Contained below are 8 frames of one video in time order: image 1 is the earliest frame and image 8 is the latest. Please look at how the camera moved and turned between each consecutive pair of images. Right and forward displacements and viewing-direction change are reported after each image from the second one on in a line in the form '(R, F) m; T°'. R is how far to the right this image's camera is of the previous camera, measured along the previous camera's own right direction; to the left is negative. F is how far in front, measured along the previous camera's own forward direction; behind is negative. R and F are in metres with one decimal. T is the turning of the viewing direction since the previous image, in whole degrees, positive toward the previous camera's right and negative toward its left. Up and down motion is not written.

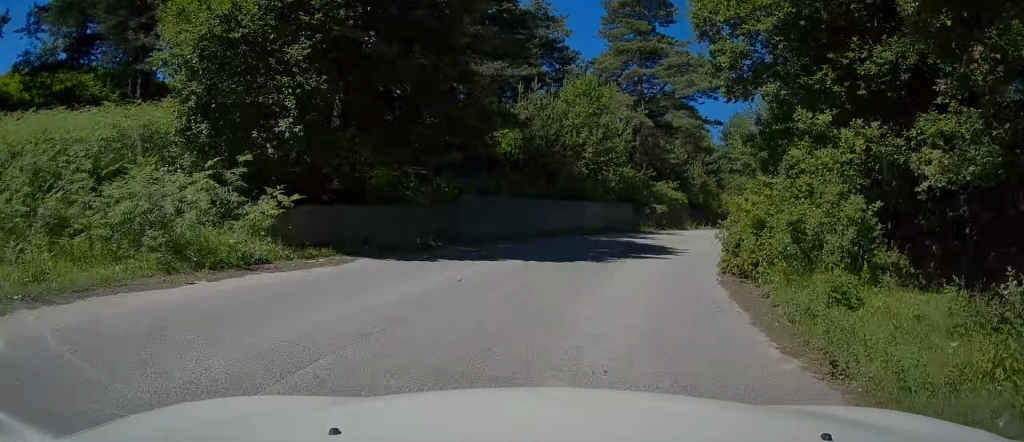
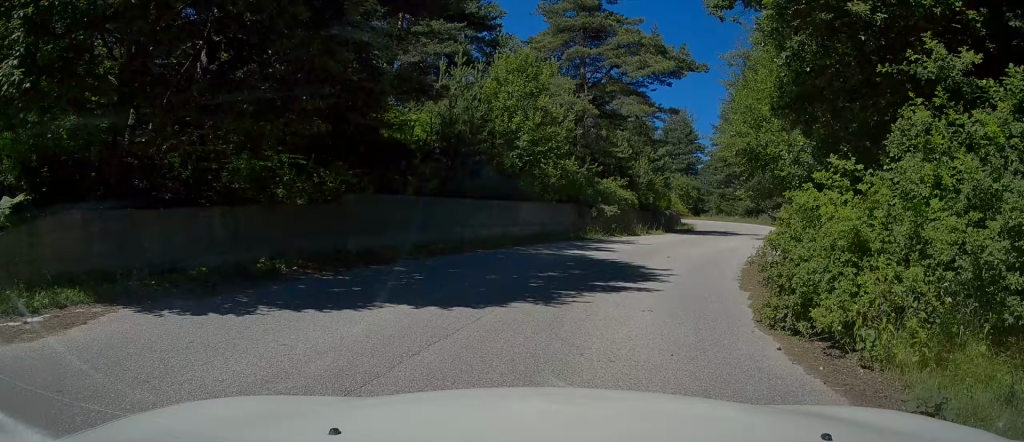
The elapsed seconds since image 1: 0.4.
(+1.1, +4.8) m; +10°
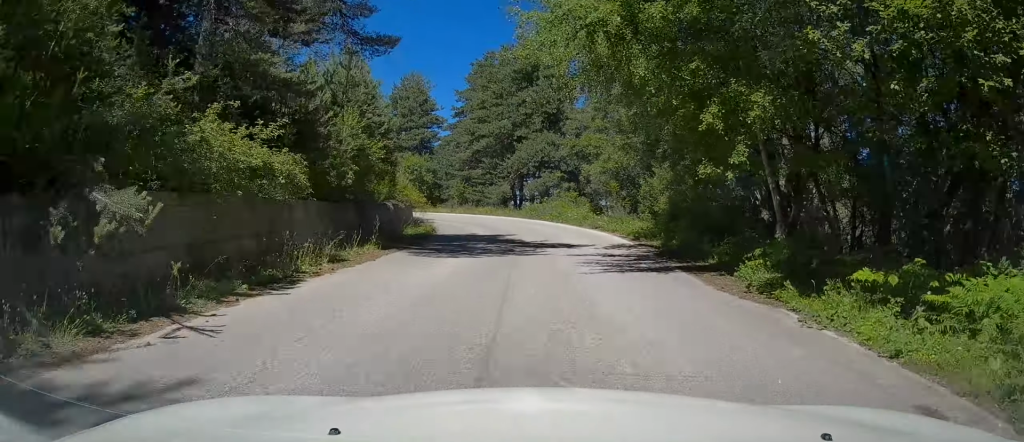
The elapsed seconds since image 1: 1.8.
(+4.8, +16.7) m; +25°
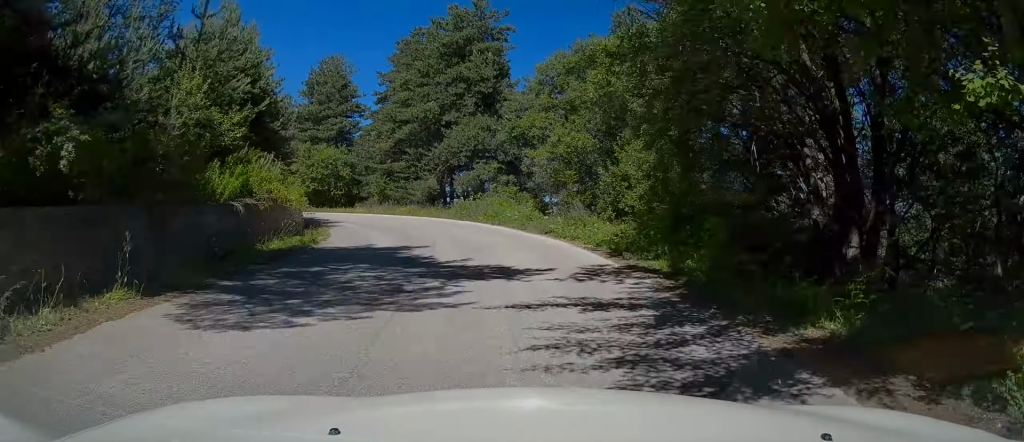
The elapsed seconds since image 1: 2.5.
(+0.4, +7.8) m; +2°
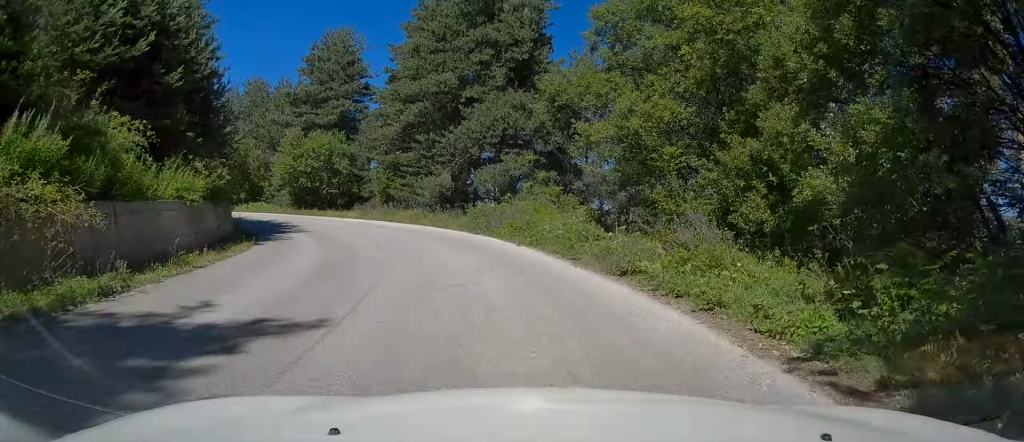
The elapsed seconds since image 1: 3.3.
(0.0, +10.5) m; -2°
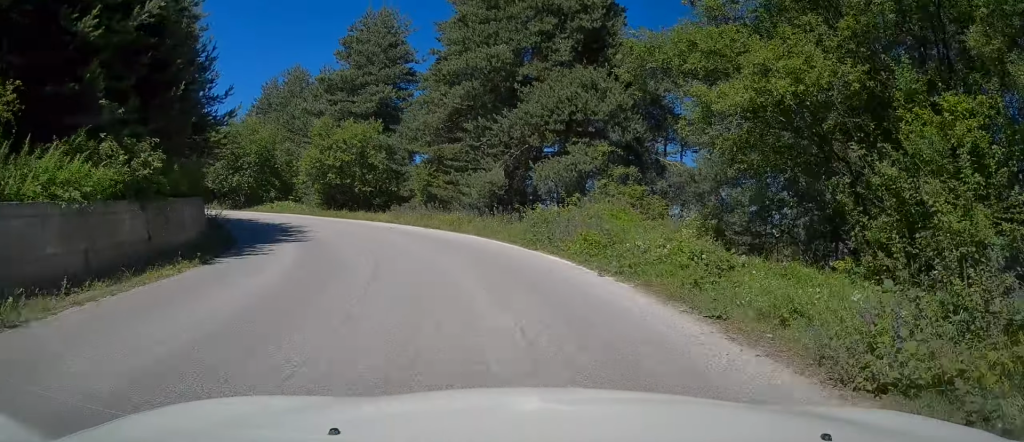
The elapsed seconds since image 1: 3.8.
(0.0, +5.9) m; -3°
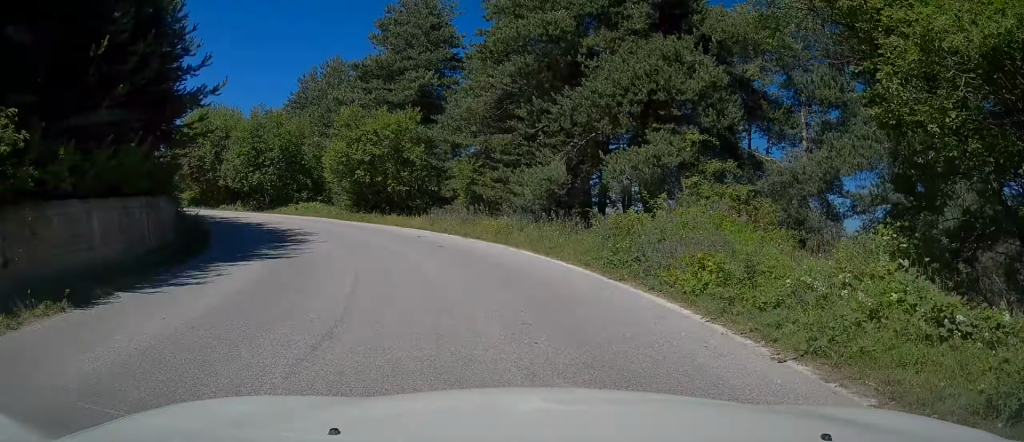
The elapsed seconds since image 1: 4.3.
(-0.2, +4.9) m; -4°
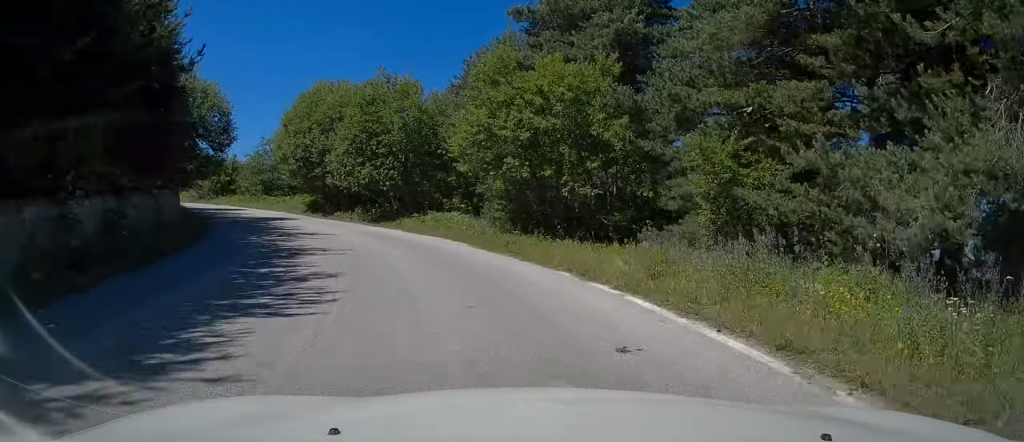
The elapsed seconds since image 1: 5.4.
(-1.3, +12.2) m; -14°
